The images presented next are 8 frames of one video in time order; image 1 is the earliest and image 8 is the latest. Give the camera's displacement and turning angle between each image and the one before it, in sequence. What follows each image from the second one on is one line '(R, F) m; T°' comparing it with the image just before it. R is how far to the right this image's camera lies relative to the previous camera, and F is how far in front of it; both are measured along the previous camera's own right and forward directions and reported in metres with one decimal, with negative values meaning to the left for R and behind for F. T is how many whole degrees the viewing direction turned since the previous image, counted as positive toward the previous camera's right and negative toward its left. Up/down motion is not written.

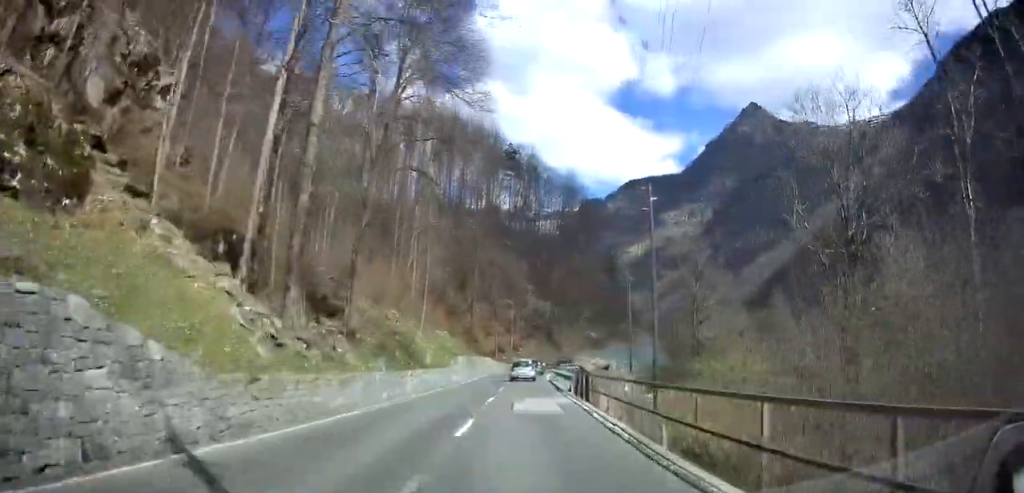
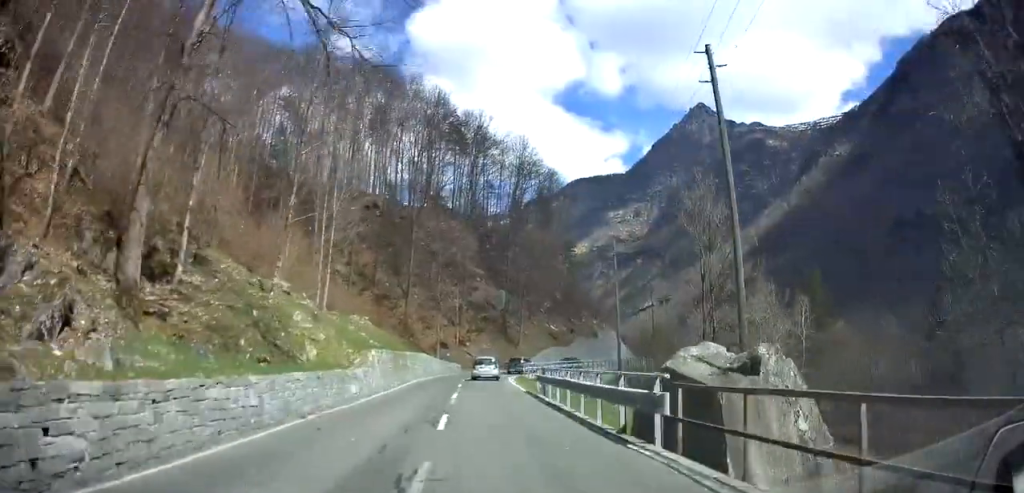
(+0.8, +18.0) m; +6°
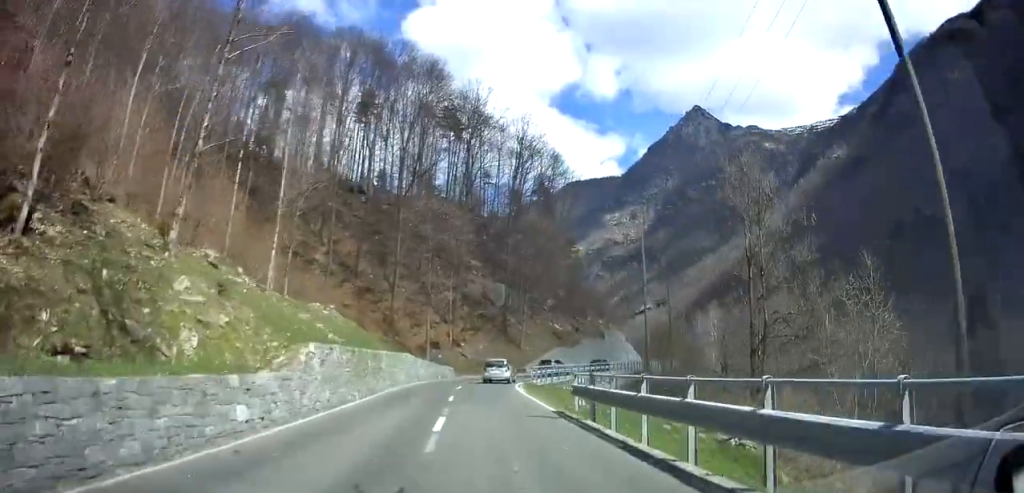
(+0.1, +9.6) m; +3°
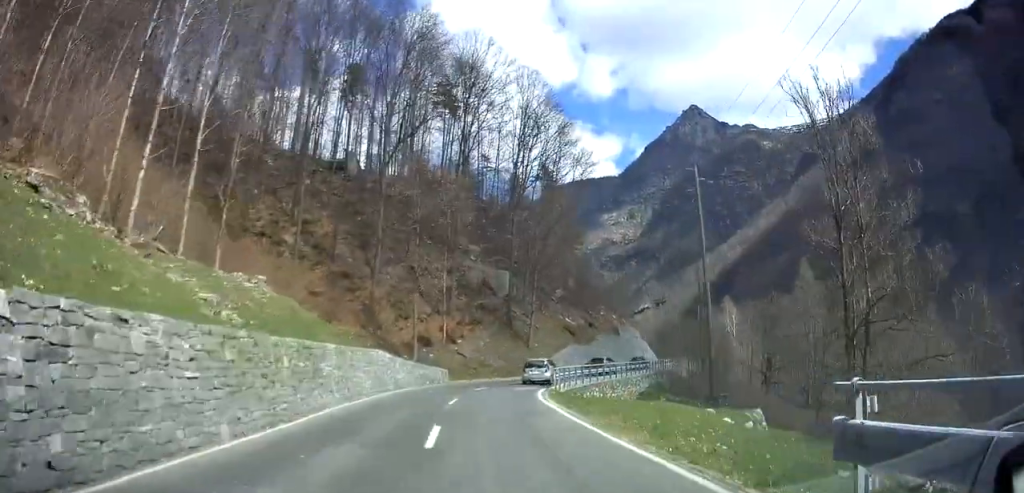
(+0.6, +12.1) m; +6°
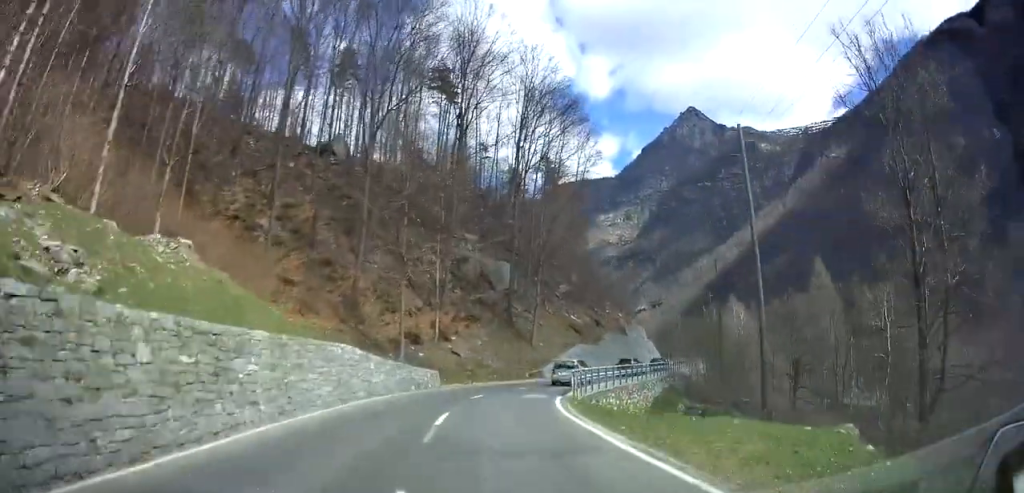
(+0.3, +6.2) m; +2°
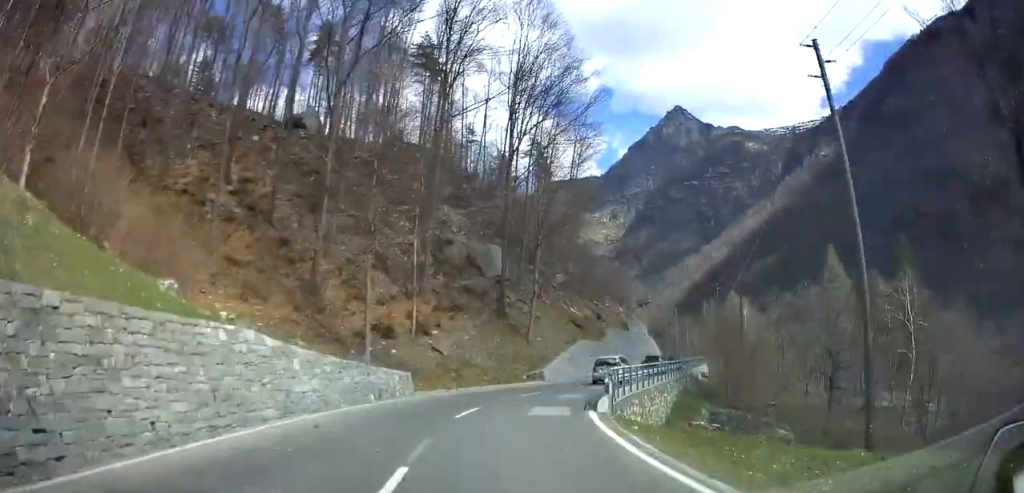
(+0.6, +8.7) m; +2°
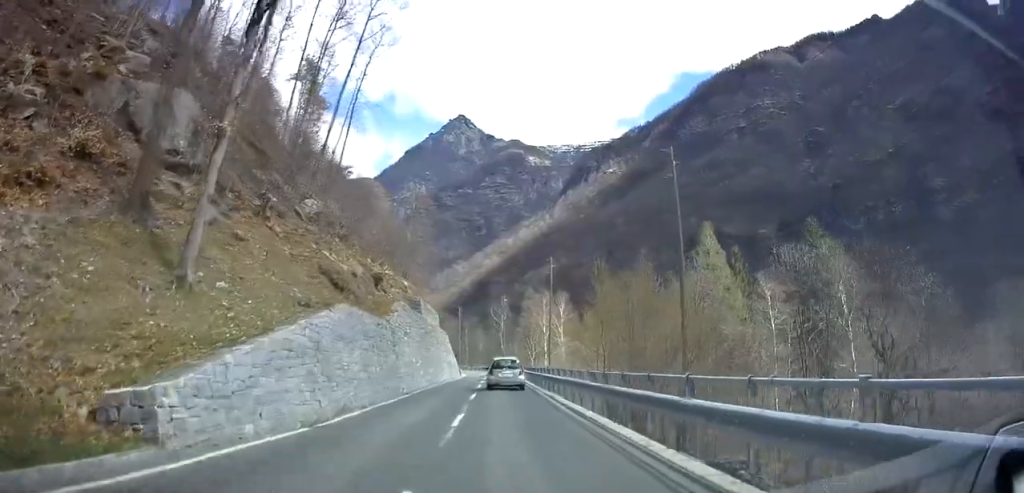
(+1.3, +29.8) m; +11°
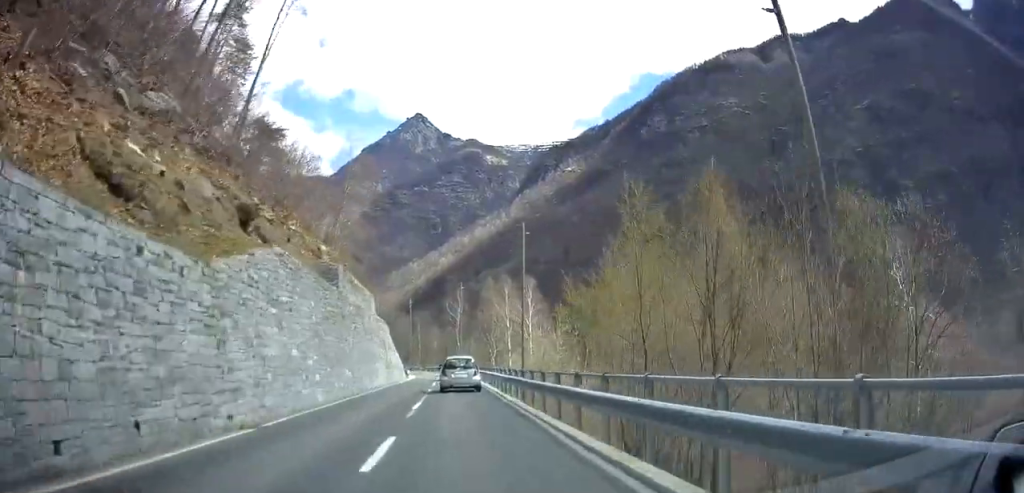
(+1.6, +14.1) m; +6°
